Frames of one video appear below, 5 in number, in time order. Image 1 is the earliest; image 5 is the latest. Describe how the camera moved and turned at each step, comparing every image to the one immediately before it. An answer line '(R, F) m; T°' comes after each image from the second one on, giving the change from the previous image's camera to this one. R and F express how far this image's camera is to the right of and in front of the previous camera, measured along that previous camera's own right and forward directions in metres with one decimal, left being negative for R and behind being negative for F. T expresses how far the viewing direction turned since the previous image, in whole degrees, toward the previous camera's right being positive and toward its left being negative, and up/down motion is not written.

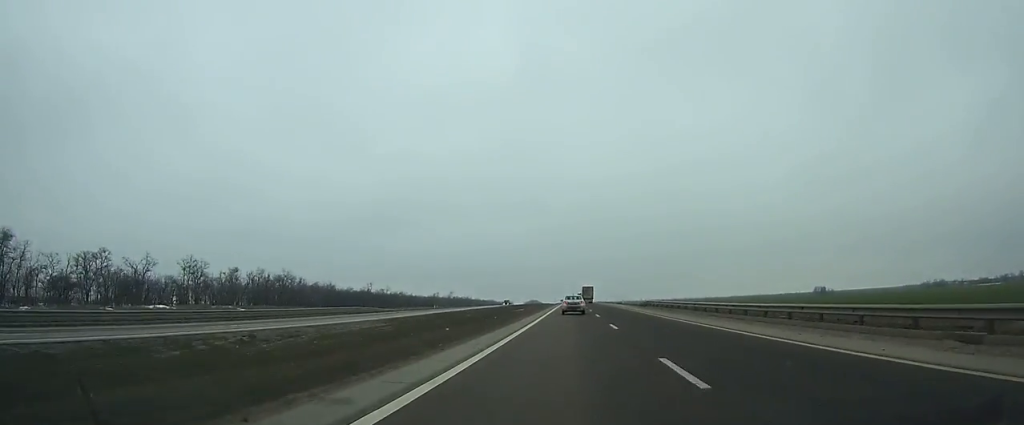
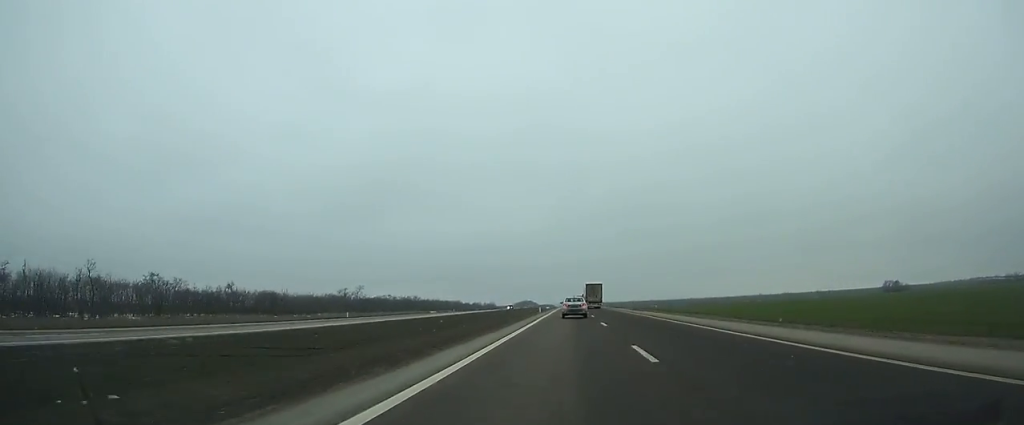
(0.0, +150.9) m; 0°
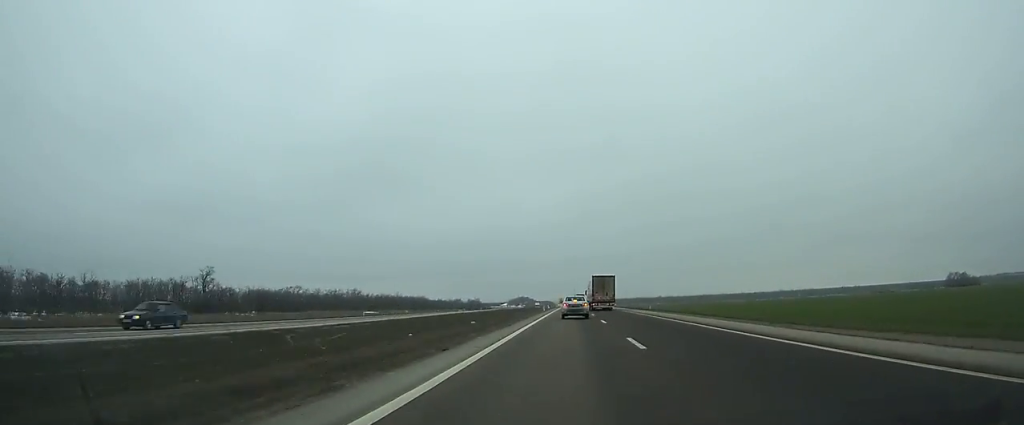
(-0.3, +80.1) m; 0°
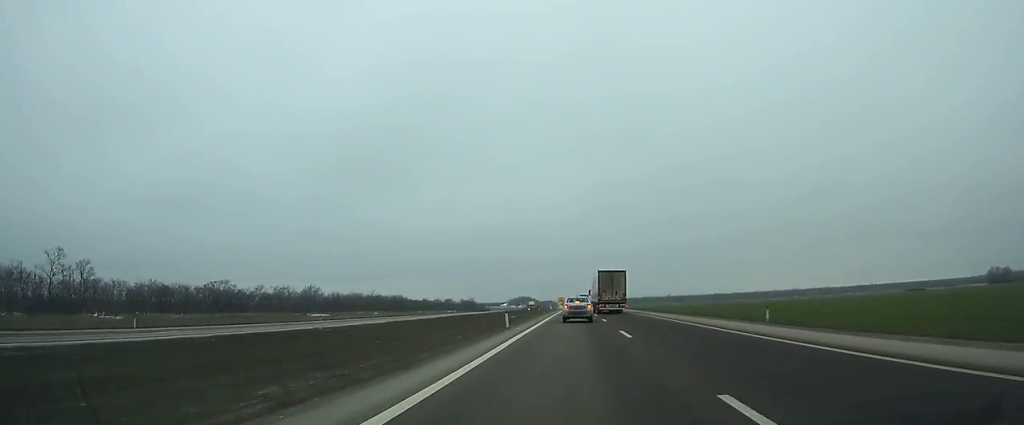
(-0.1, +34.6) m; 0°
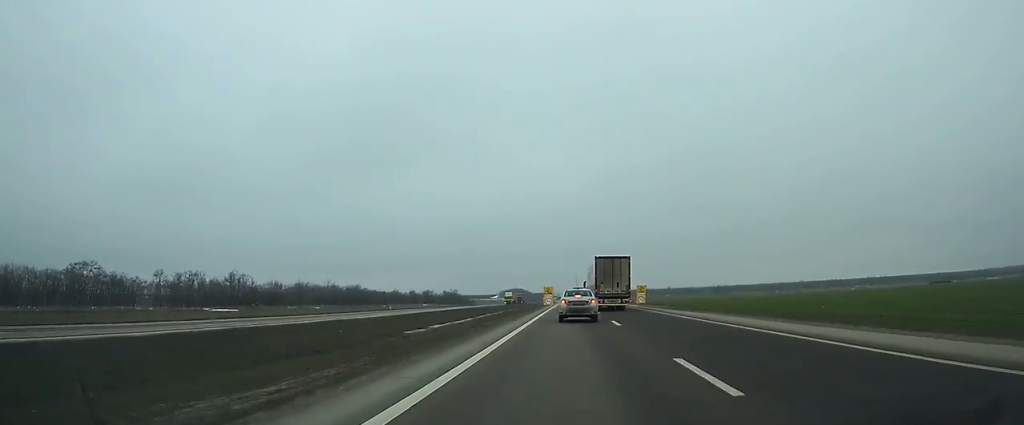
(+0.1, +35.2) m; 0°
